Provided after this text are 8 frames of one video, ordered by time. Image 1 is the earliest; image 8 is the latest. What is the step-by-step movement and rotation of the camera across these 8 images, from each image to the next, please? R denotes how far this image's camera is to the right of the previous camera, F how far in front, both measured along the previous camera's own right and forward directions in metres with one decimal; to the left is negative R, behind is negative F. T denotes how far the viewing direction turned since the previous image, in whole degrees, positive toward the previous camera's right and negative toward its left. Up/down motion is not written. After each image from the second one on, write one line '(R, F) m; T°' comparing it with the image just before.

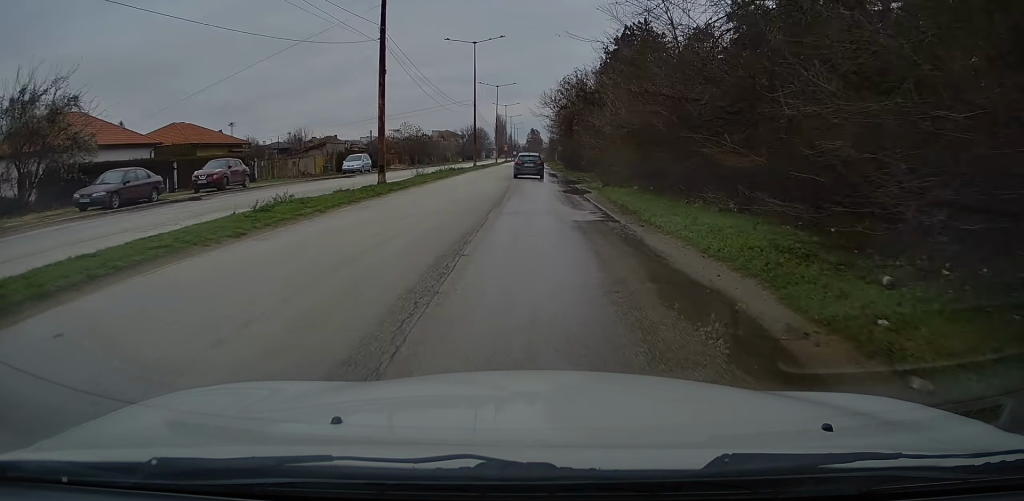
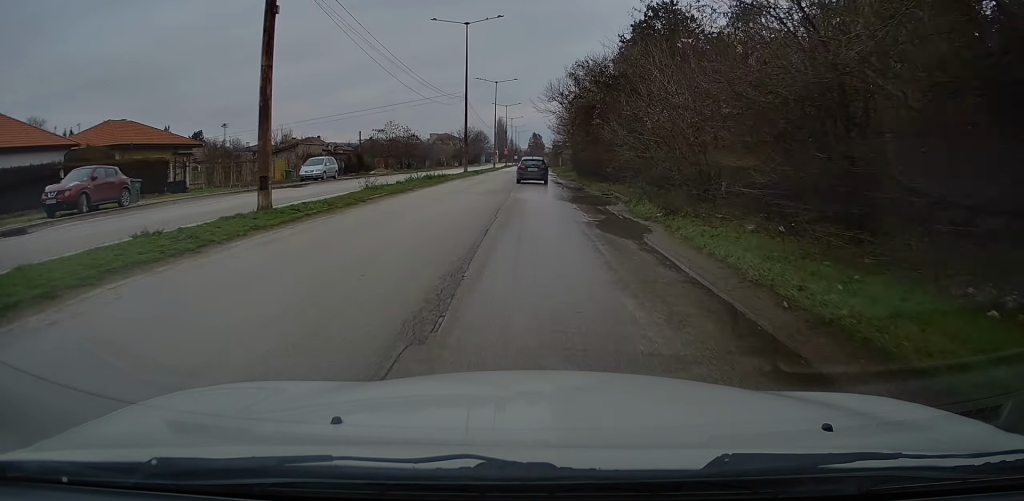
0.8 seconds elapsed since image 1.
(-0.3, +11.1) m; 0°
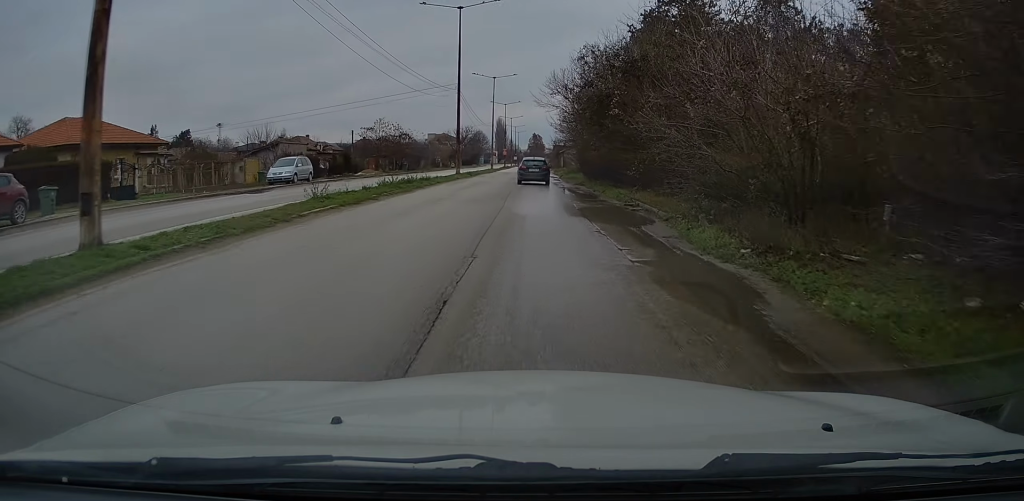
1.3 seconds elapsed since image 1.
(+0.2, +5.8) m; 0°
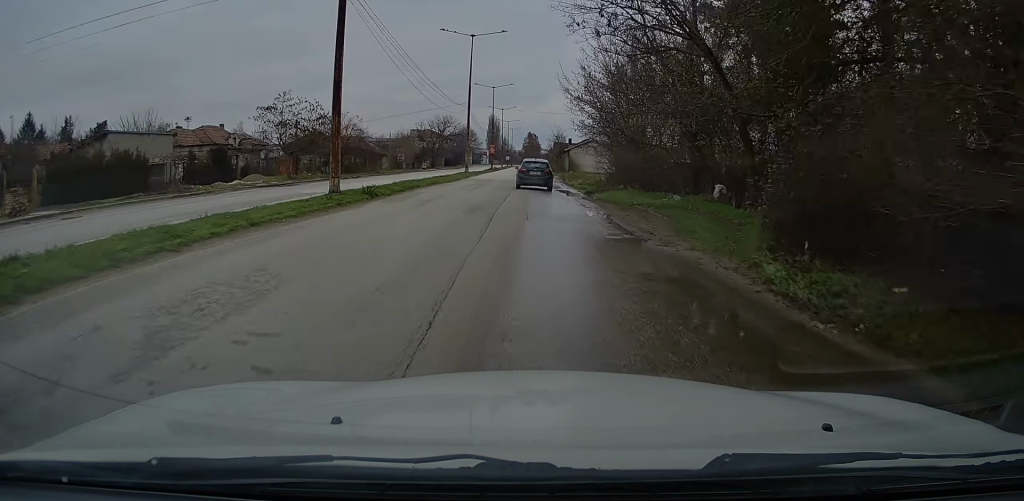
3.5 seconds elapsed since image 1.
(+0.2, +29.4) m; 0°
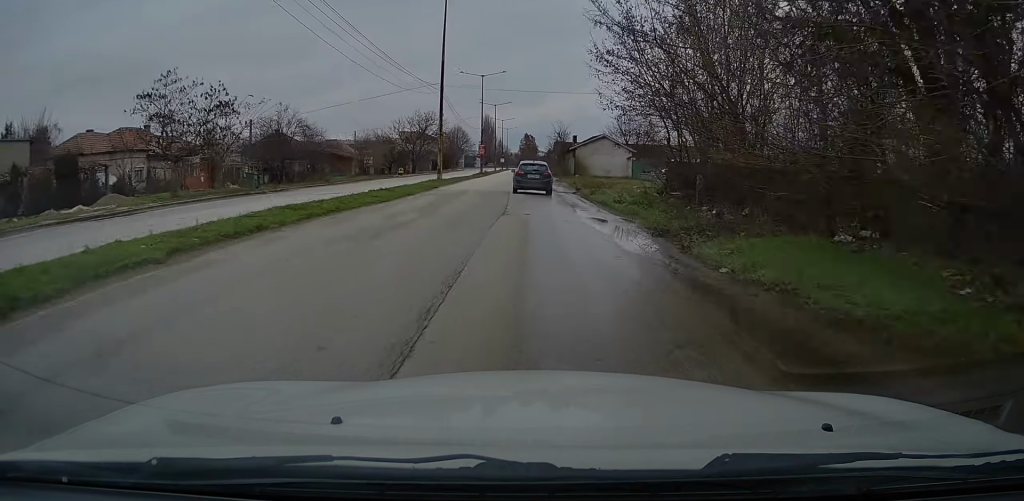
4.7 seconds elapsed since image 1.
(-0.2, +16.1) m; 0°
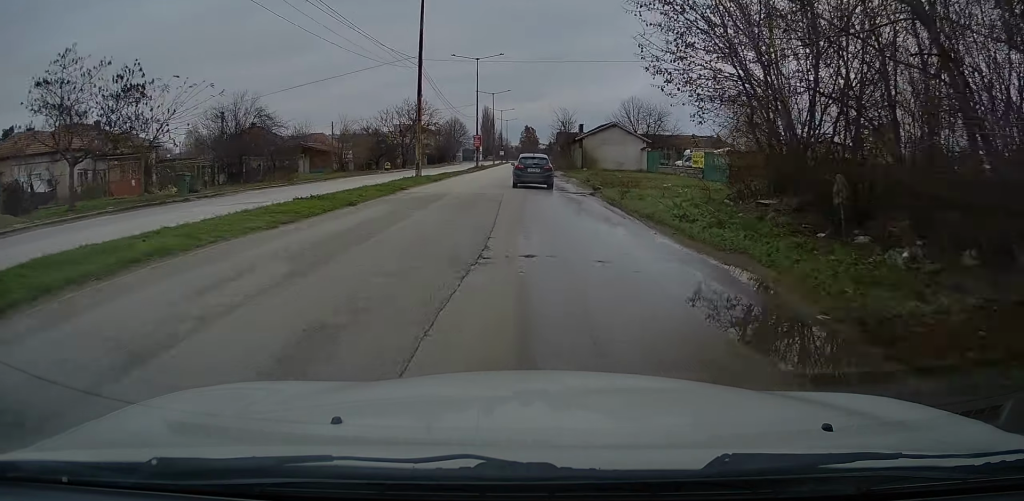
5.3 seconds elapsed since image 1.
(+0.2, +8.4) m; 0°
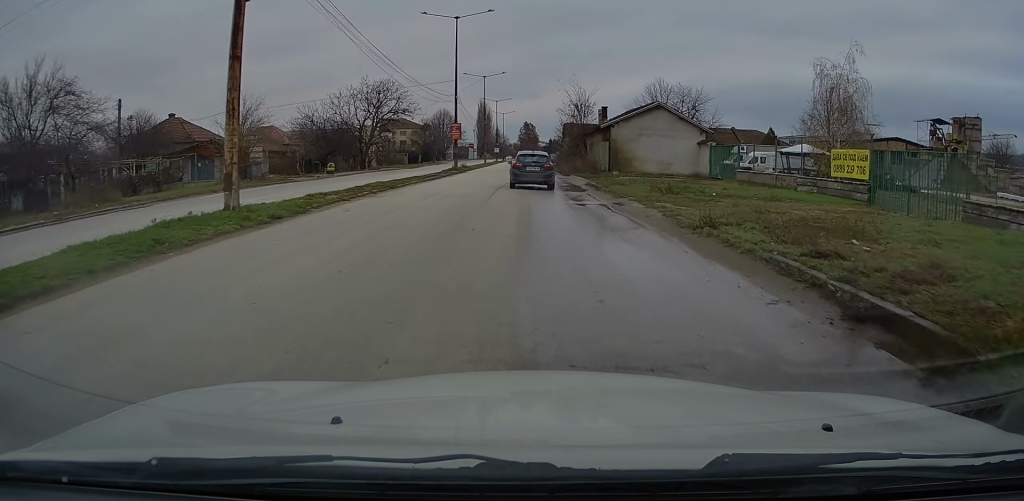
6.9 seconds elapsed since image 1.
(-0.2, +21.5) m; 0°
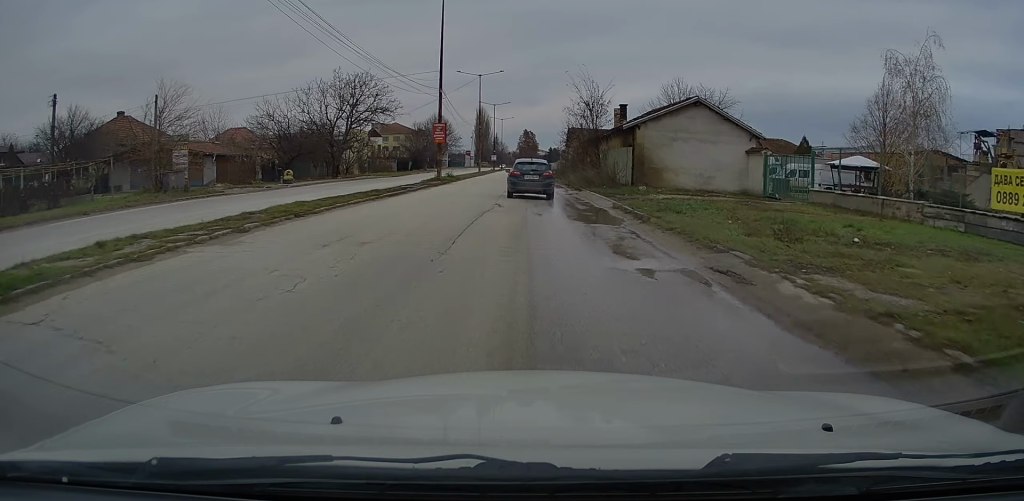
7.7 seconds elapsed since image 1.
(+0.3, +9.5) m; +1°
